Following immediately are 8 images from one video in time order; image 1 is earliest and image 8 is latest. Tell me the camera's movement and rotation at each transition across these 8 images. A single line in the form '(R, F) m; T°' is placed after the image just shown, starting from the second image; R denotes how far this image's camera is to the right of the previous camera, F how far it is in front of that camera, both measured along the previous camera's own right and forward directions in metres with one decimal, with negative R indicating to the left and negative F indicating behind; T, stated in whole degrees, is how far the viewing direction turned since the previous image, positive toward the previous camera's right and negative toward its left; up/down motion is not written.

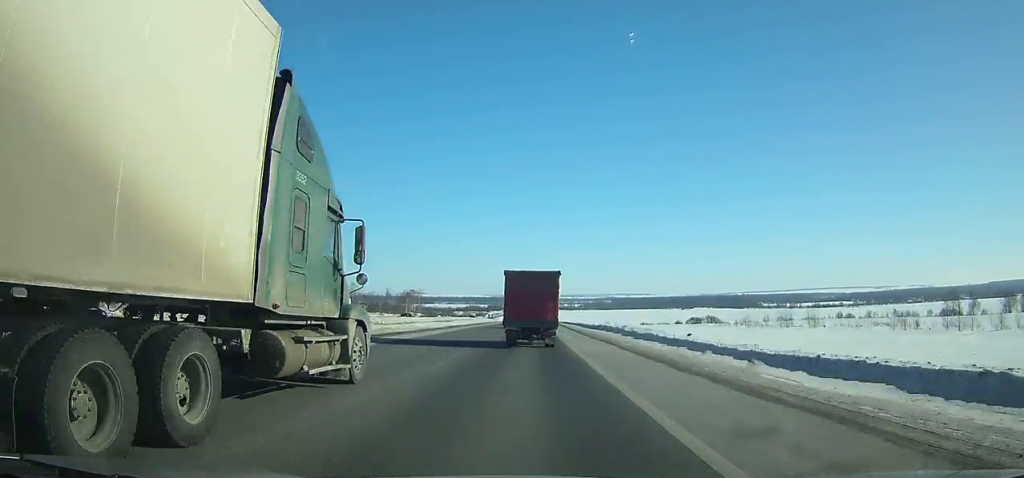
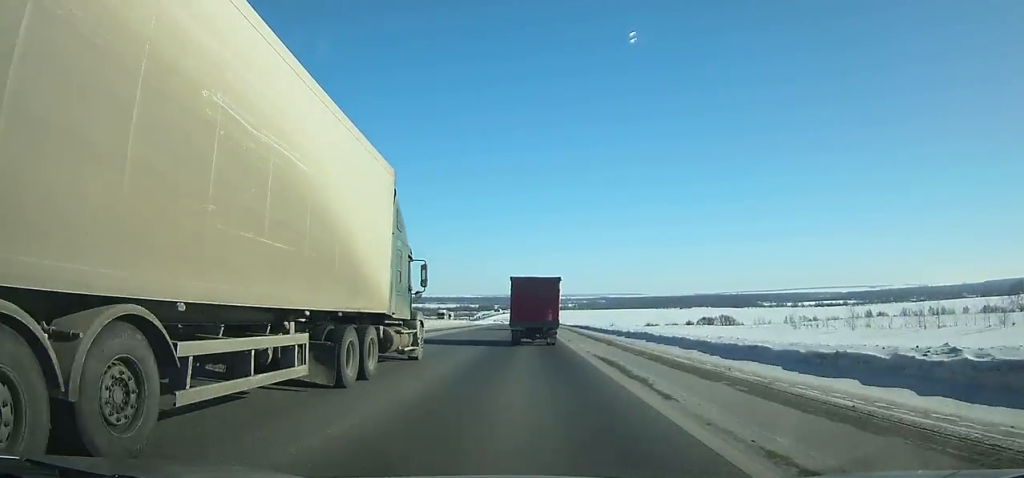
(+0.3, +56.4) m; 0°
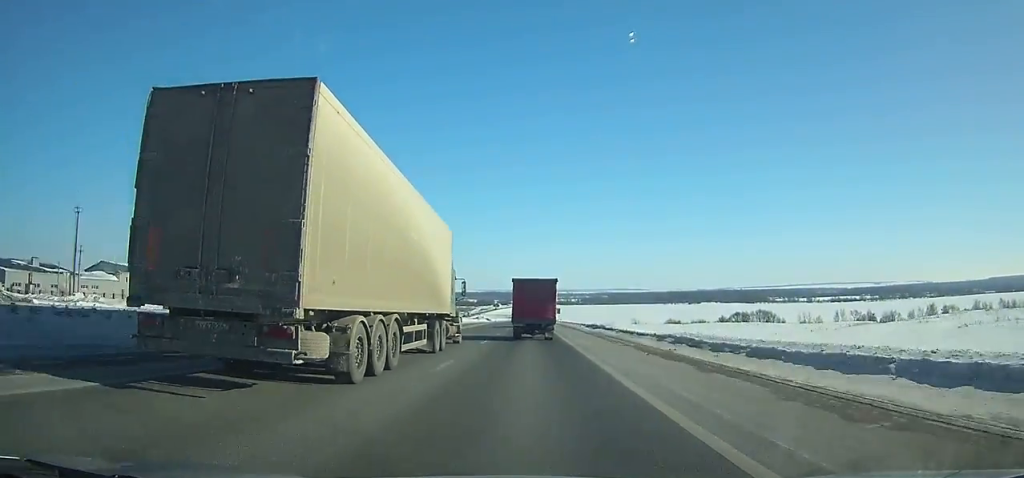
(+0.3, +76.8) m; 0°
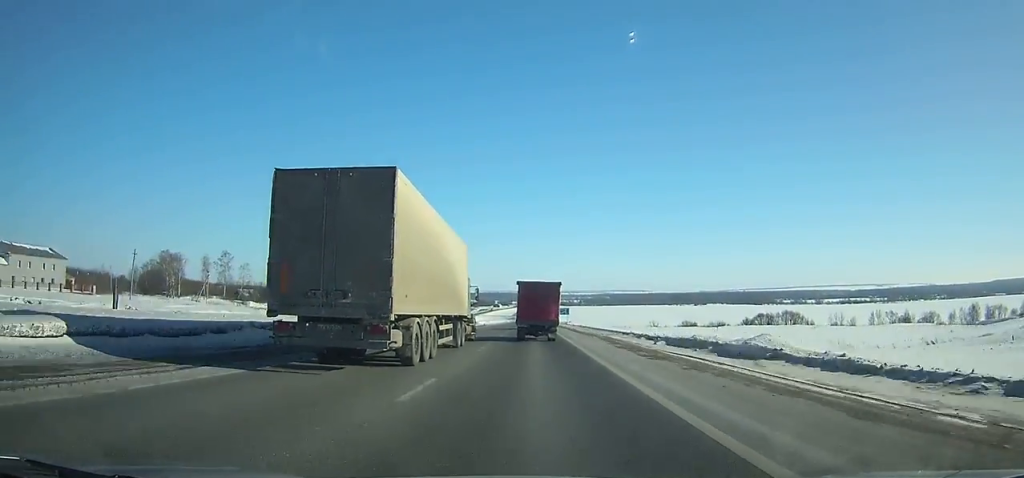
(-0.1, +40.0) m; 0°
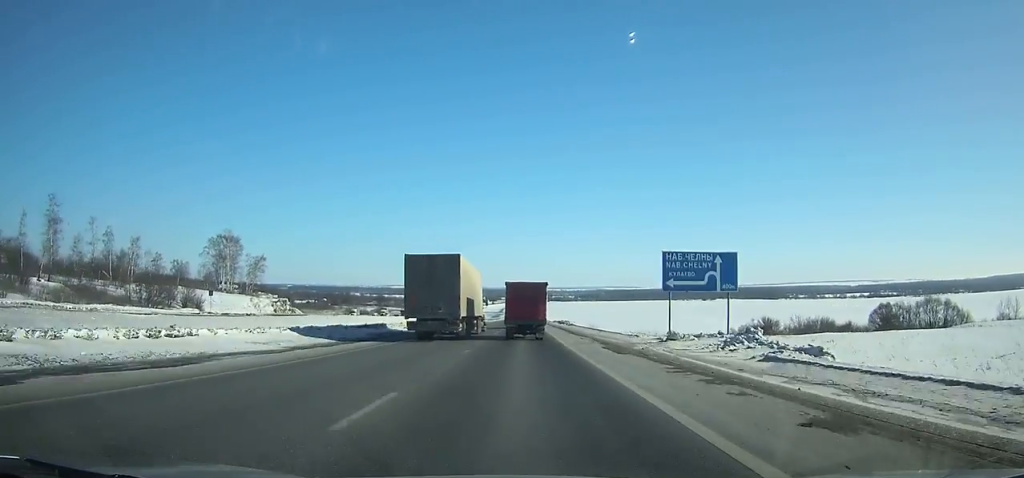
(+0.5, +144.0) m; 0°
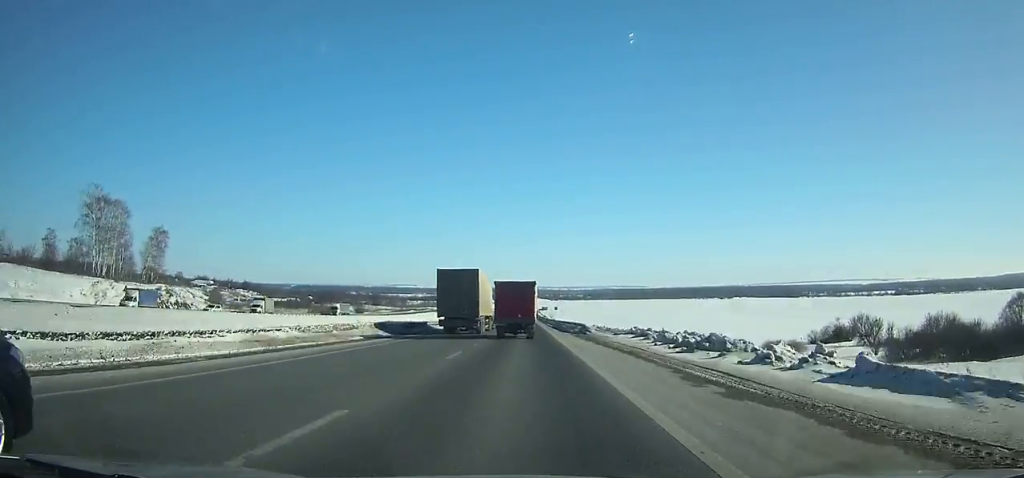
(0.0, +73.6) m; 0°
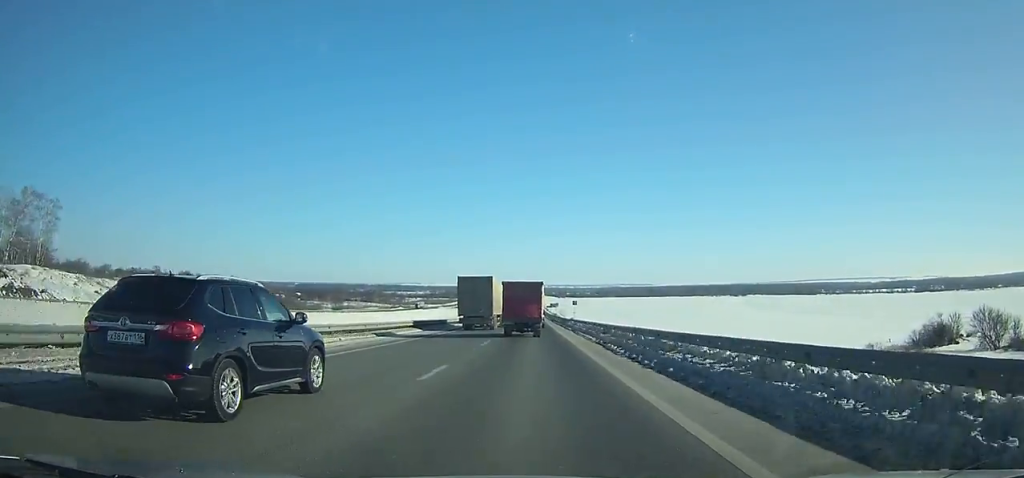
(-0.3, +53.1) m; 0°
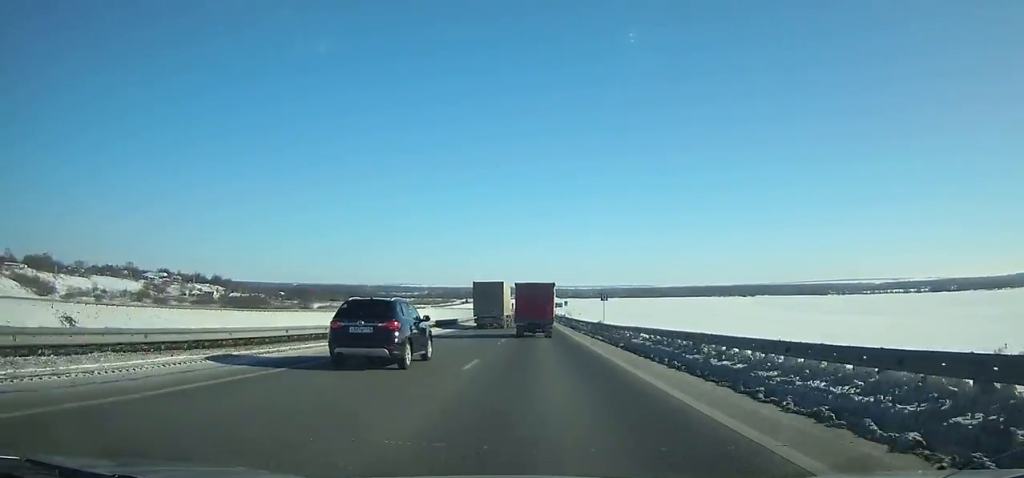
(-0.2, +45.6) m; 0°
